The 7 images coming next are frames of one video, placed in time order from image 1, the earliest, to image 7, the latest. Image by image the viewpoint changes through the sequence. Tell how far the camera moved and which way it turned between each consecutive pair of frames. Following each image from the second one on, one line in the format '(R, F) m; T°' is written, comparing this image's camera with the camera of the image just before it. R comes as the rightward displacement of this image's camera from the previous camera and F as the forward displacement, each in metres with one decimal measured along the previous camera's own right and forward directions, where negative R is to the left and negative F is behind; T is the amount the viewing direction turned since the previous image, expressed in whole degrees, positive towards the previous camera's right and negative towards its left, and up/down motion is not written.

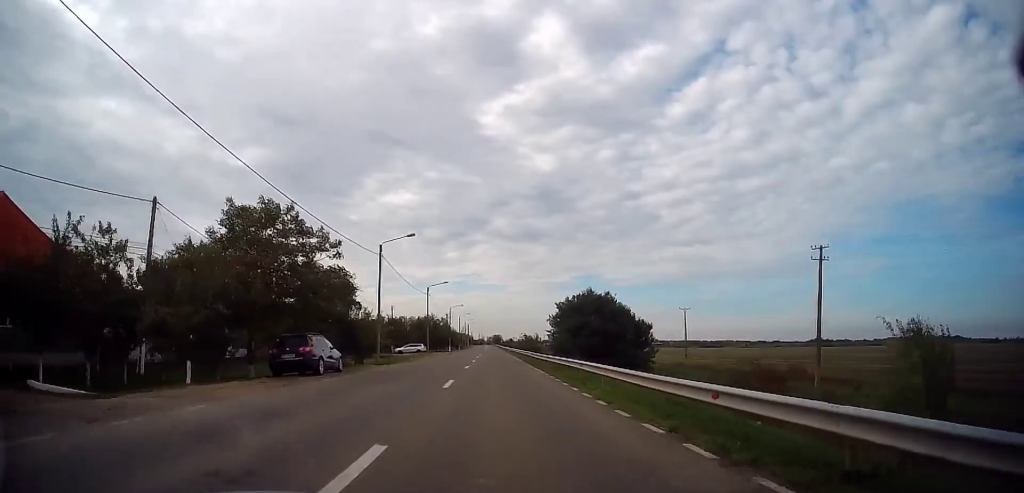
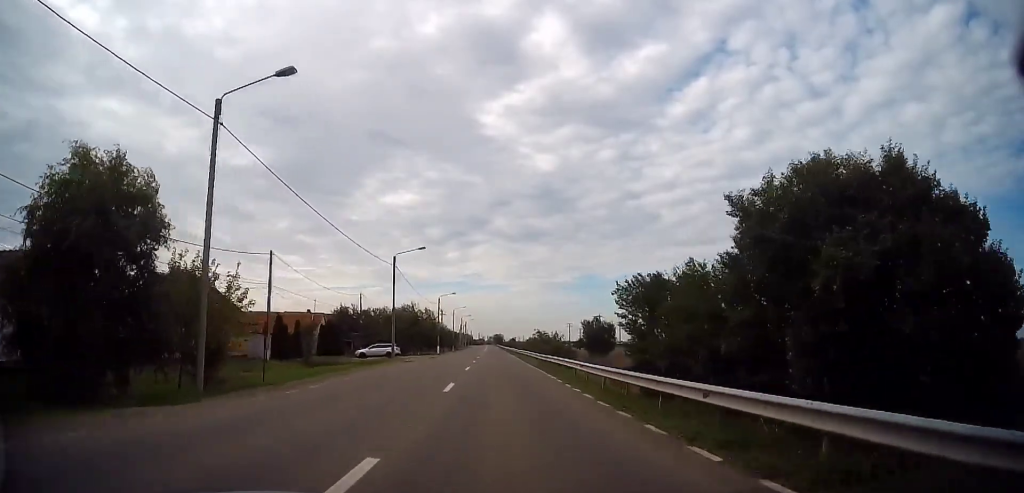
(+0.4, +23.7) m; +1°
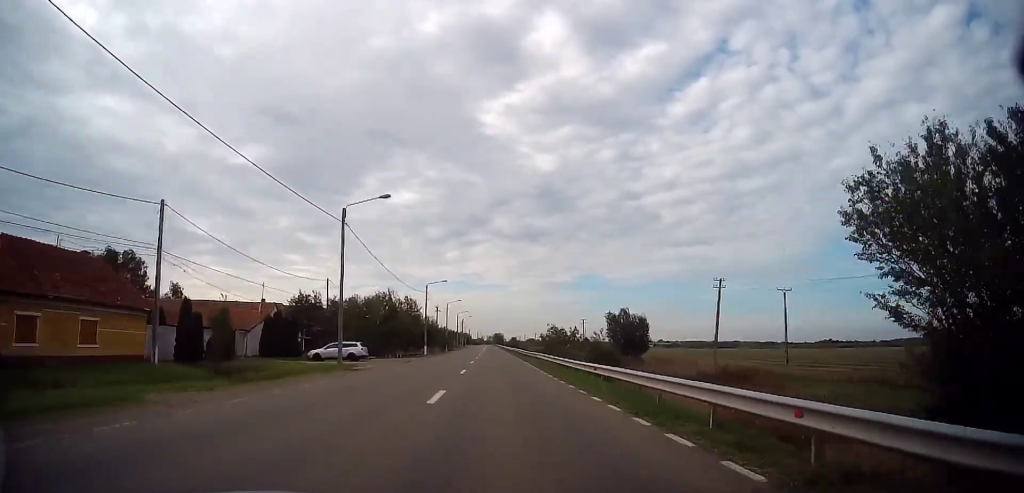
(0.0, +14.9) m; 0°
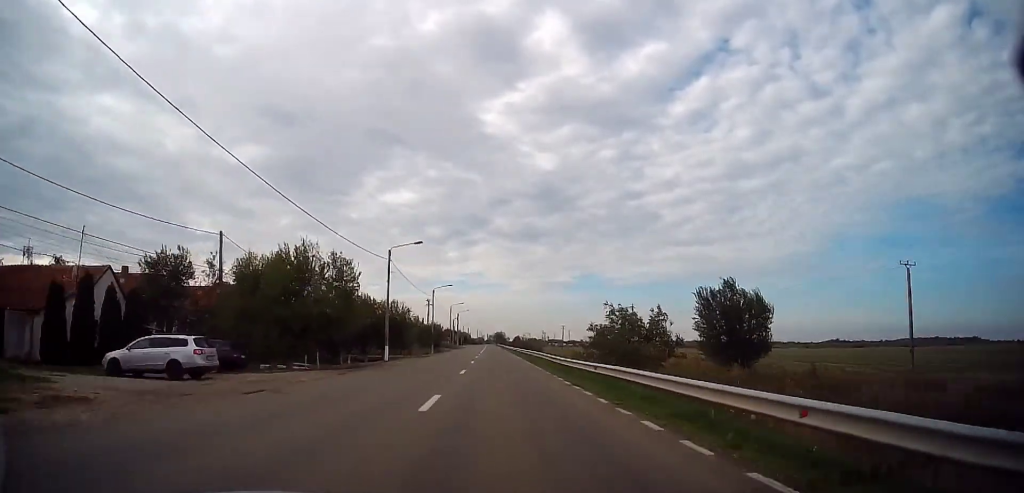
(0.0, +24.3) m; -1°
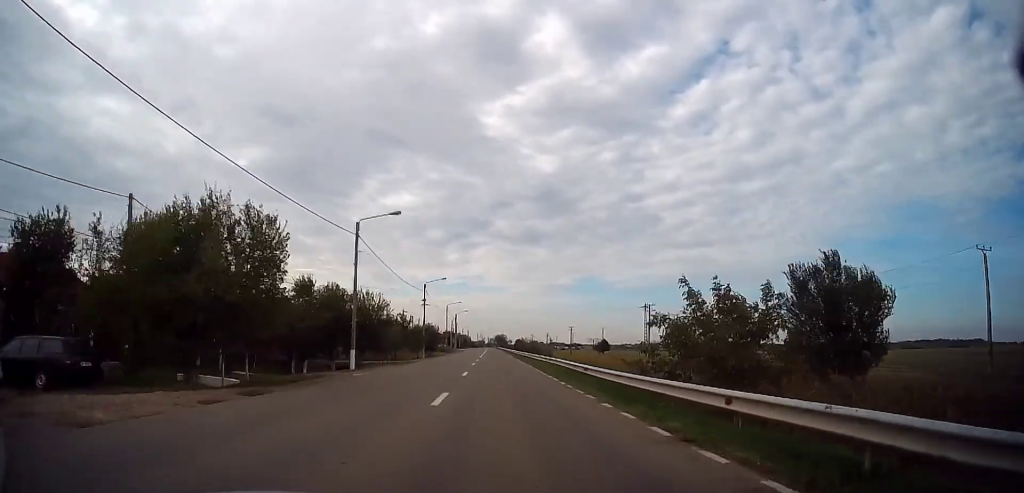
(+0.1, +10.0) m; -1°
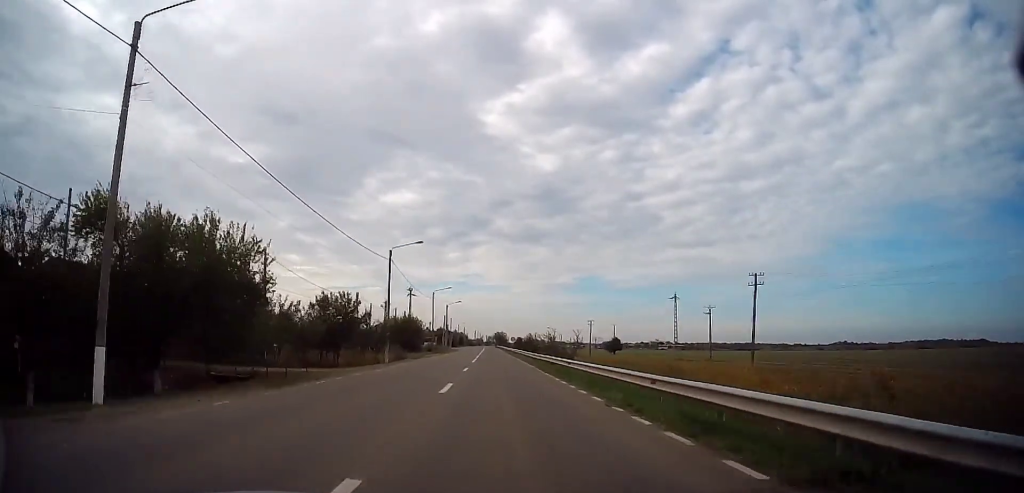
(-0.4, +20.1) m; 0°
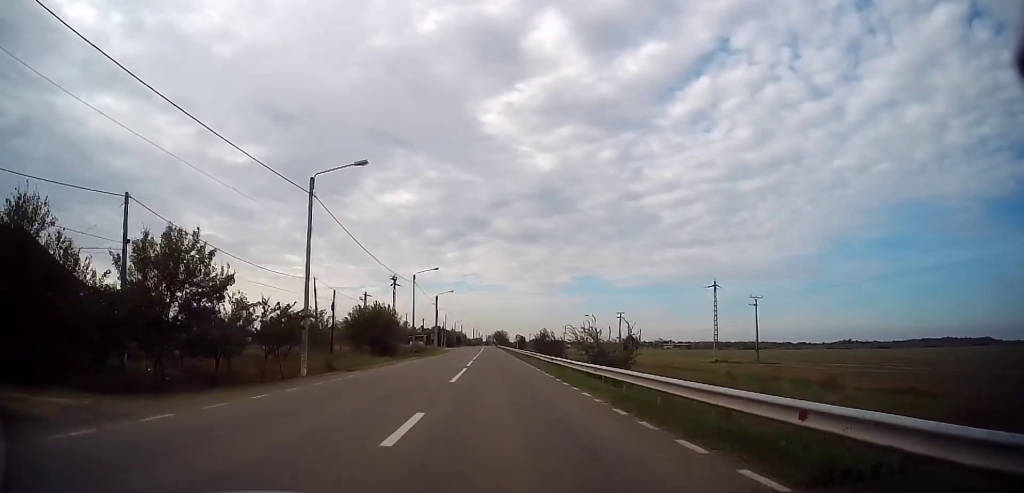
(+0.2, +17.7) m; +1°
